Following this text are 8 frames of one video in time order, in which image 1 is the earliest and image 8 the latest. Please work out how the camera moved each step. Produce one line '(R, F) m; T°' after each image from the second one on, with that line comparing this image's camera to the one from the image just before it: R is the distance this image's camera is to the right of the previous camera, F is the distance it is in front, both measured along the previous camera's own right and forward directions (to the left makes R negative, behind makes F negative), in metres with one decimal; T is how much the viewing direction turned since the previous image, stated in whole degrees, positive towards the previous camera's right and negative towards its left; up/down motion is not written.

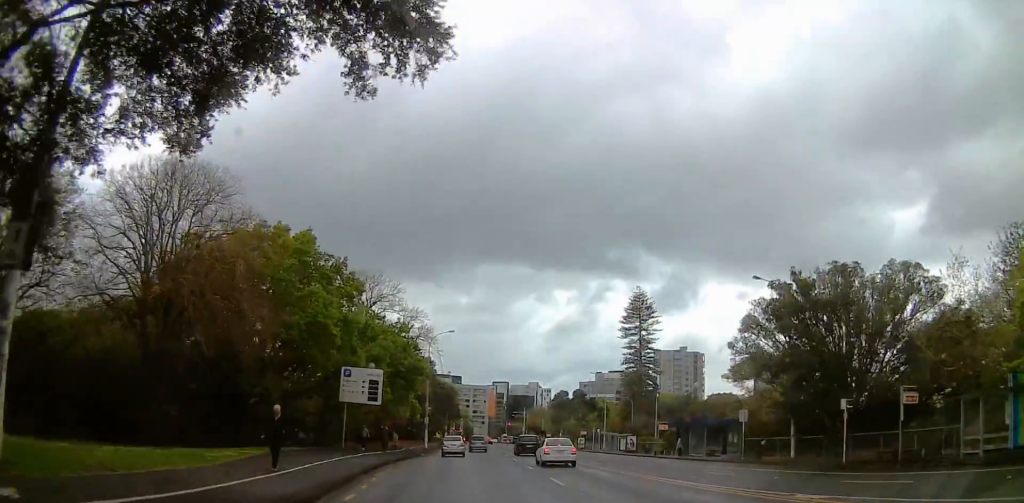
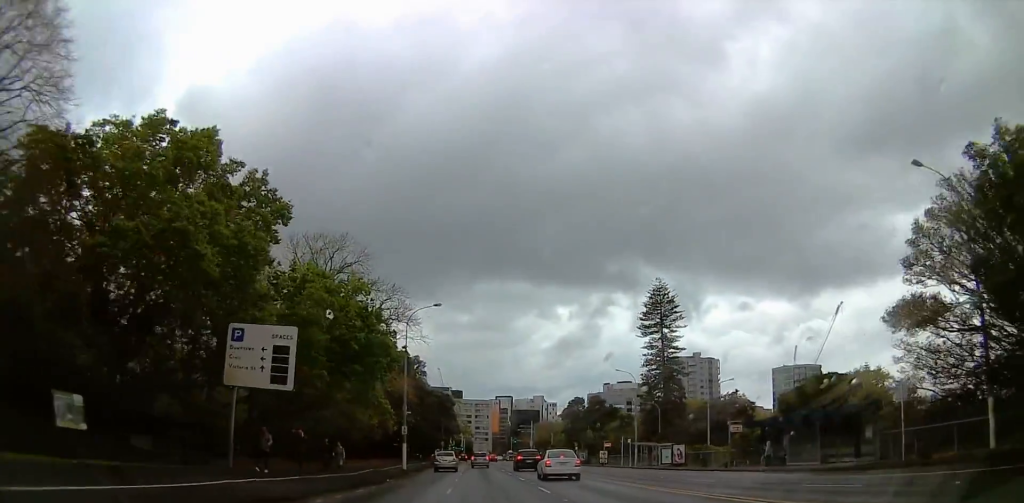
(+0.2, +18.0) m; +2°
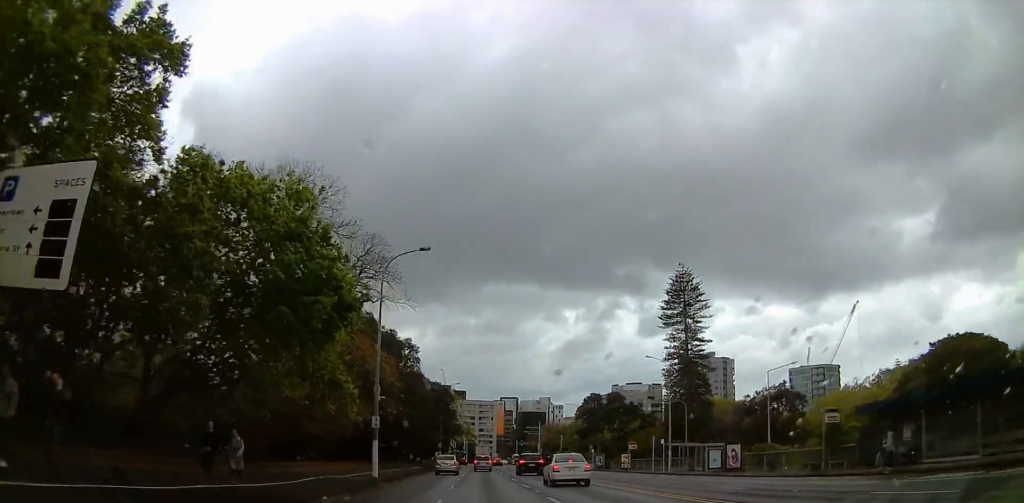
(+0.1, +13.8) m; 0°
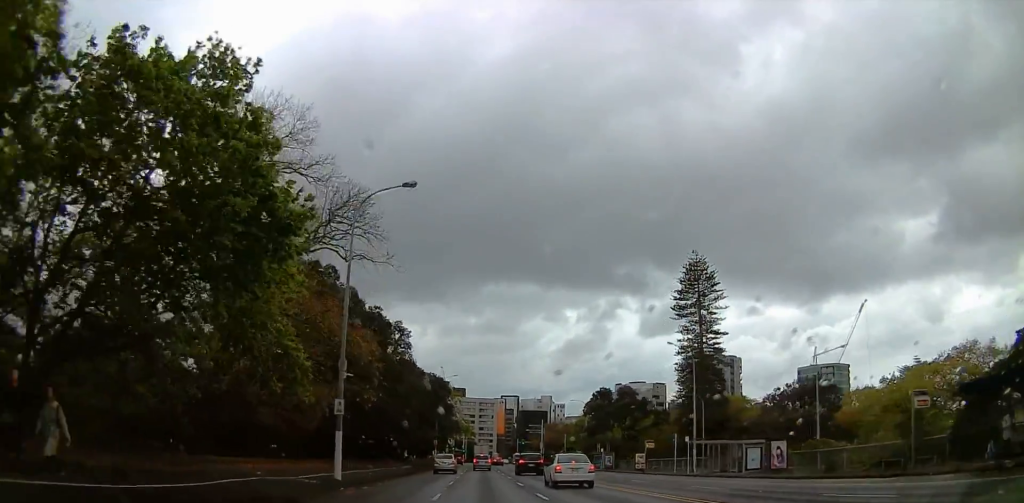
(0.0, +8.2) m; 0°
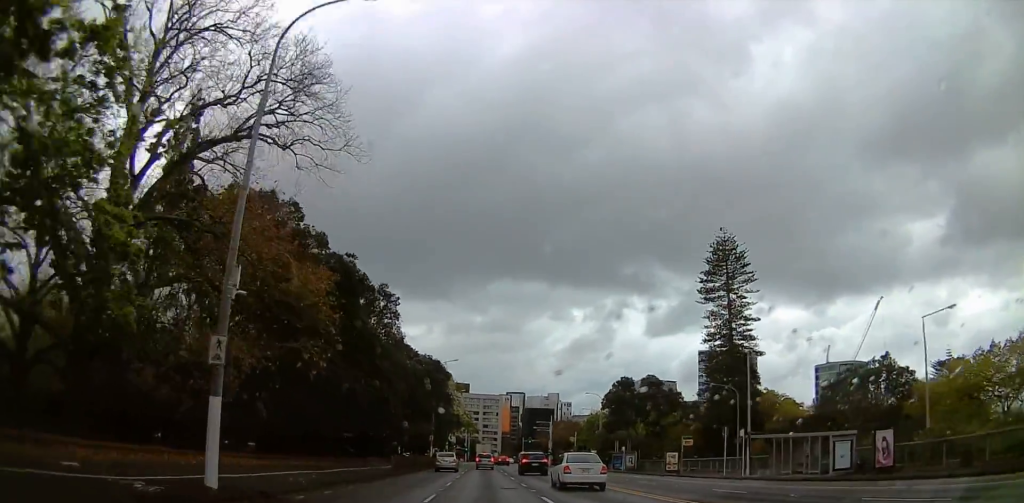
(-0.1, +12.4) m; 0°
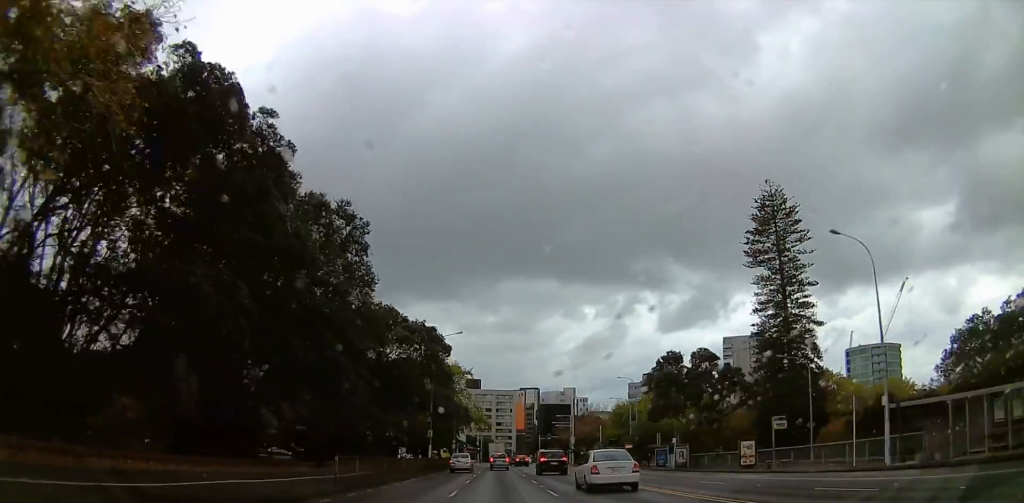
(+0.1, +16.8) m; 0°
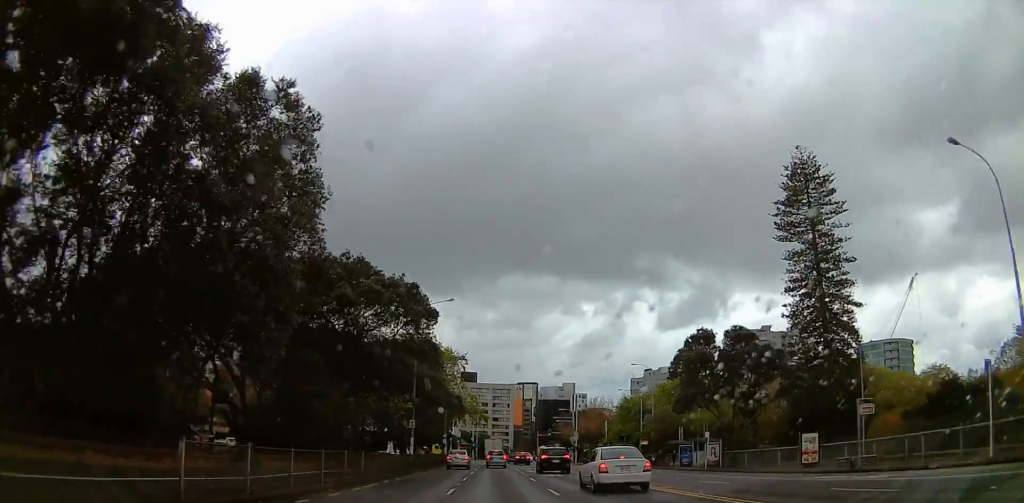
(0.0, +10.8) m; -2°
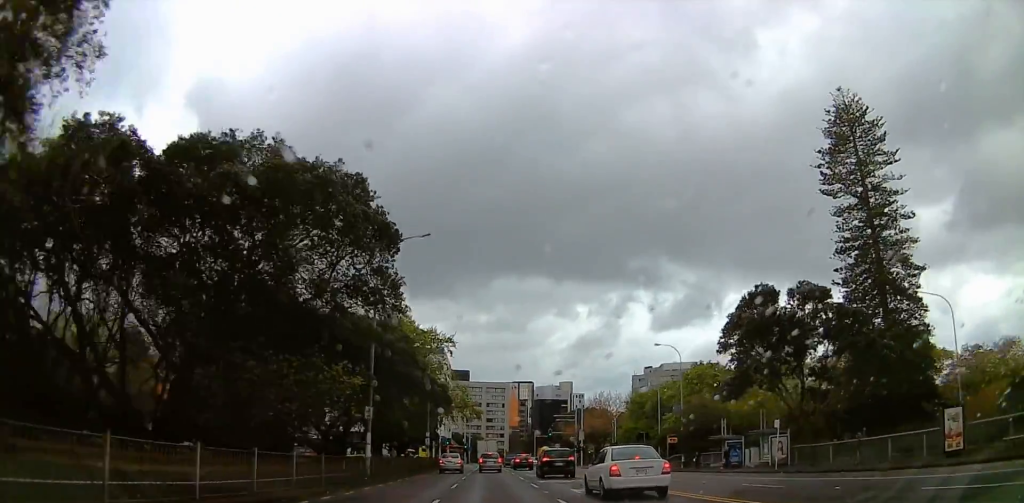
(-0.4, +14.2) m; 0°
